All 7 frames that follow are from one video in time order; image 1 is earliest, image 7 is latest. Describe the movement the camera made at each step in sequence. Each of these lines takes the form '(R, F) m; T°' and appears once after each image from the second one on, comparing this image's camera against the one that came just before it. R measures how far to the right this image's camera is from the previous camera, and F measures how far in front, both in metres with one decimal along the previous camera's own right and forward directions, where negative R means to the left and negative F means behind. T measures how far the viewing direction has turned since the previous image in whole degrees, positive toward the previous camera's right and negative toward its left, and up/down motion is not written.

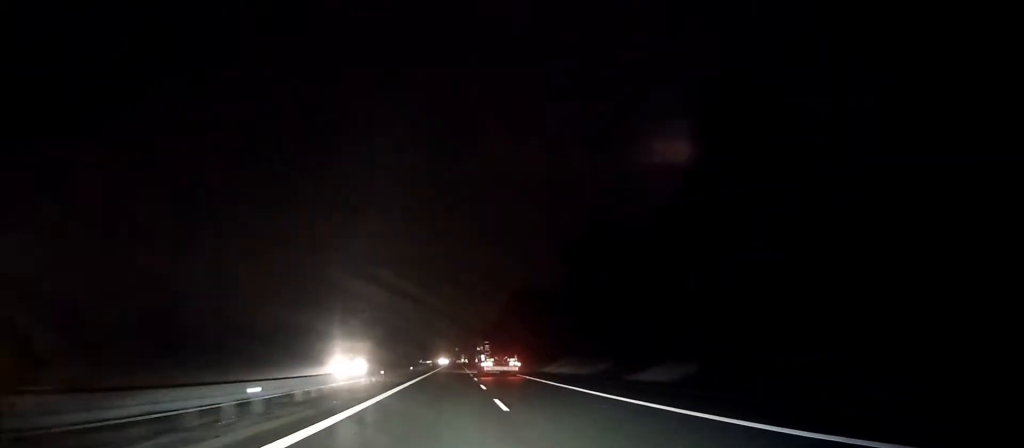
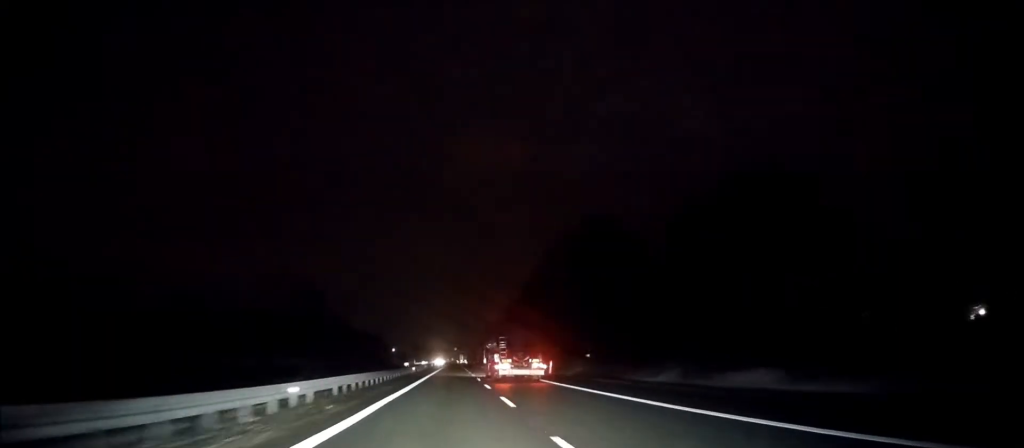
(-0.1, +57.0) m; 0°
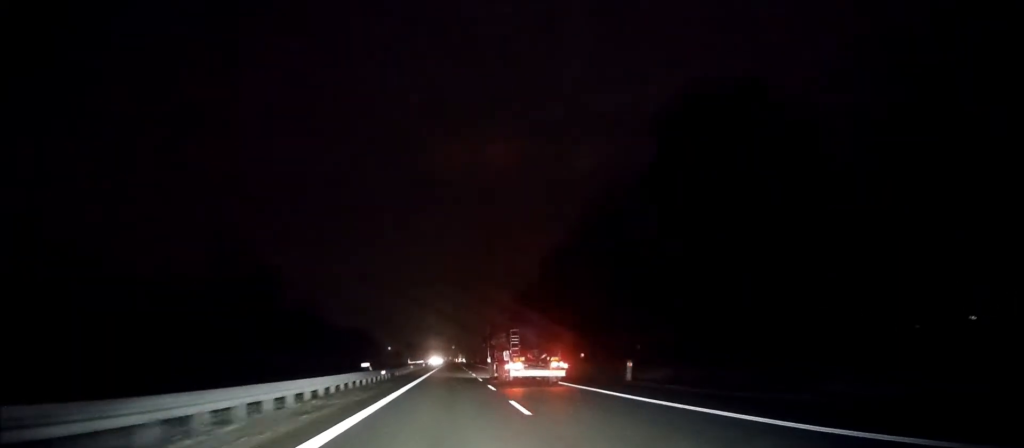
(+0.1, +32.7) m; +1°
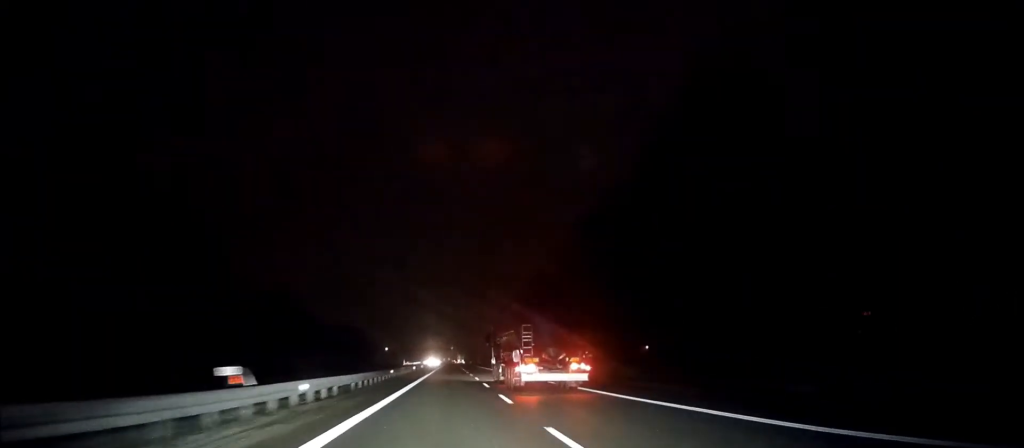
(+0.2, +23.7) m; 0°
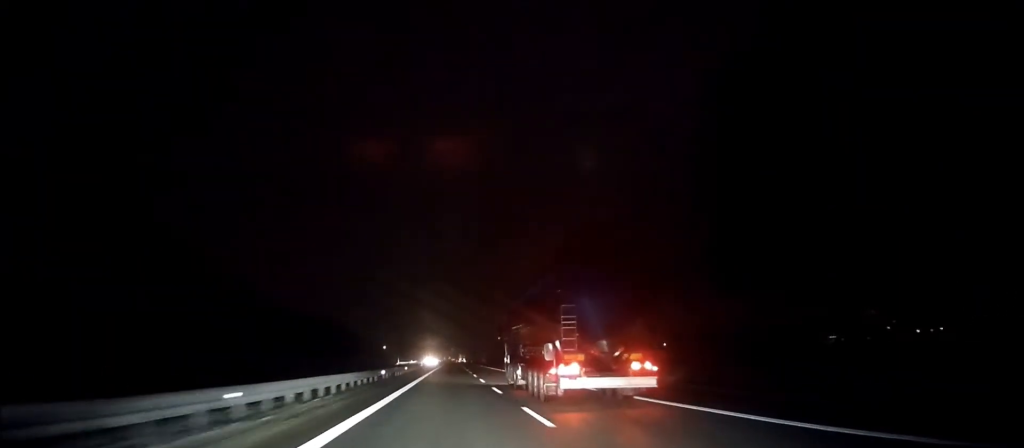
(+0.1, +34.3) m; 0°
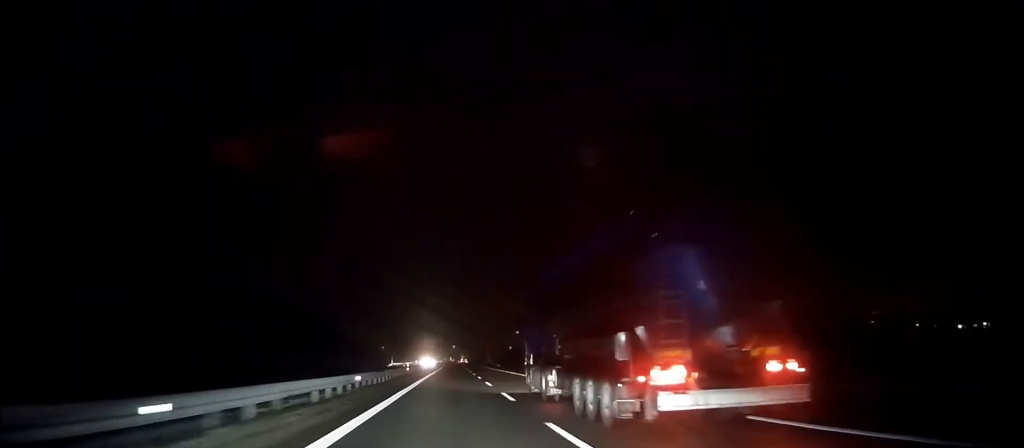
(0.0, +28.9) m; 0°
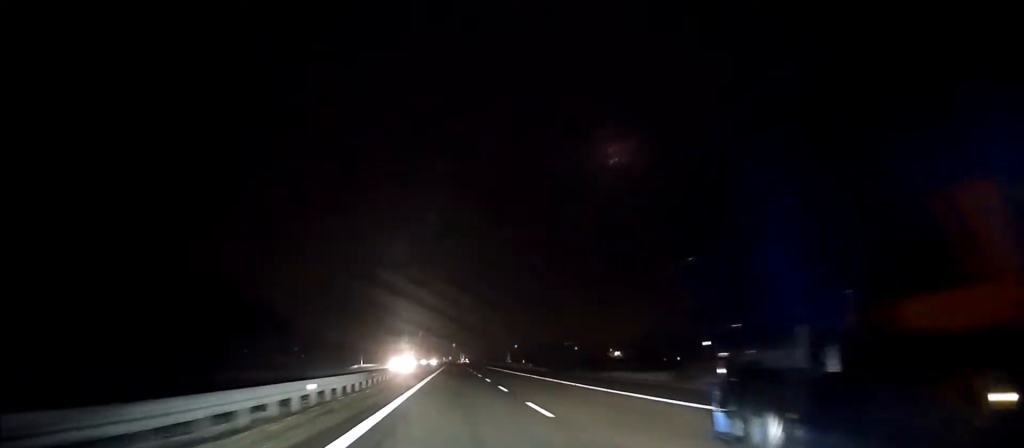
(0.0, +65.1) m; 0°
